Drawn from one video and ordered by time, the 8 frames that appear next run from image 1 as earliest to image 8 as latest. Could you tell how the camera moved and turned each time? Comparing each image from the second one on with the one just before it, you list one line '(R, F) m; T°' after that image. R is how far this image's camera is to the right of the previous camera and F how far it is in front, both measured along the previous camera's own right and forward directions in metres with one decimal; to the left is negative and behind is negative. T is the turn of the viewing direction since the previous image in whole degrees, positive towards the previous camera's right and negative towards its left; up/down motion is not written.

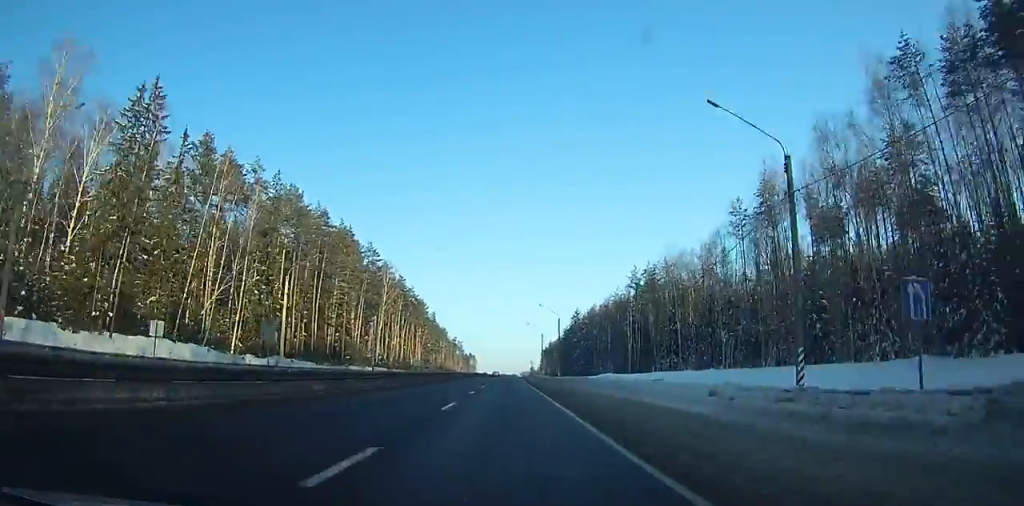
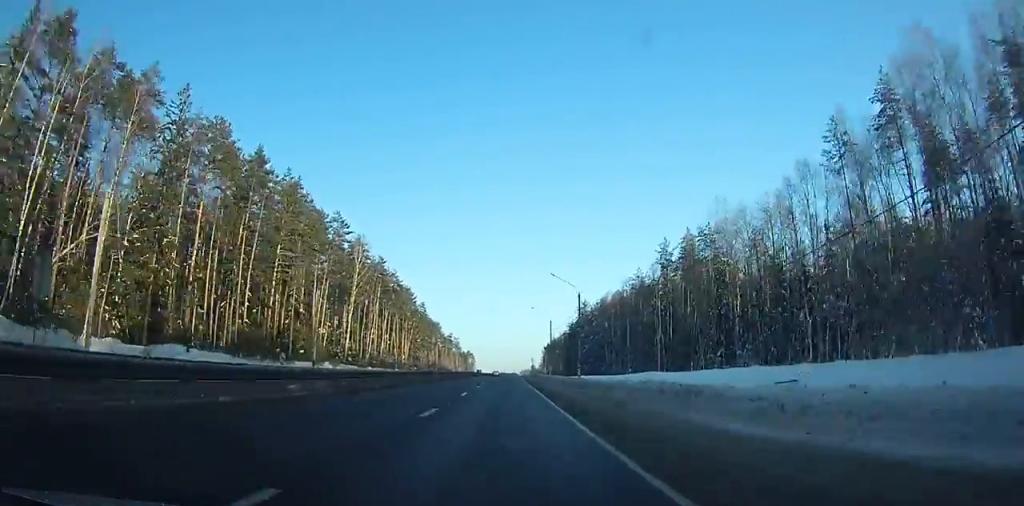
(-0.1, +27.5) m; 0°
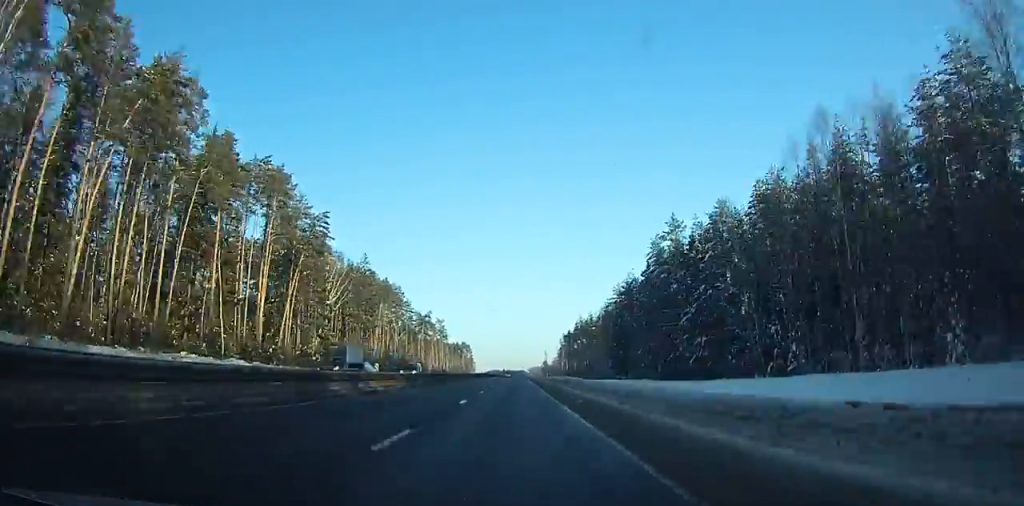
(-1.3, +115.3) m; -1°
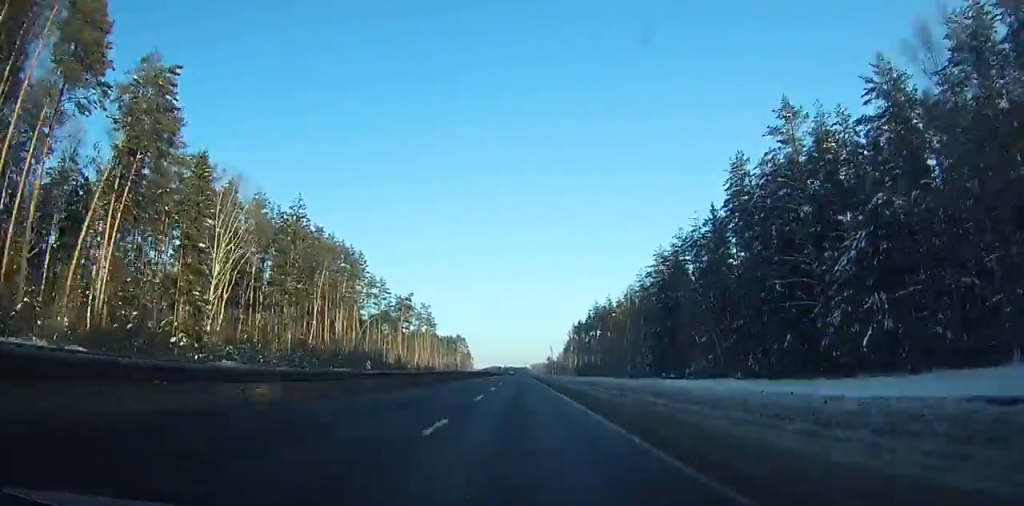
(+0.1, +46.5) m; 0°
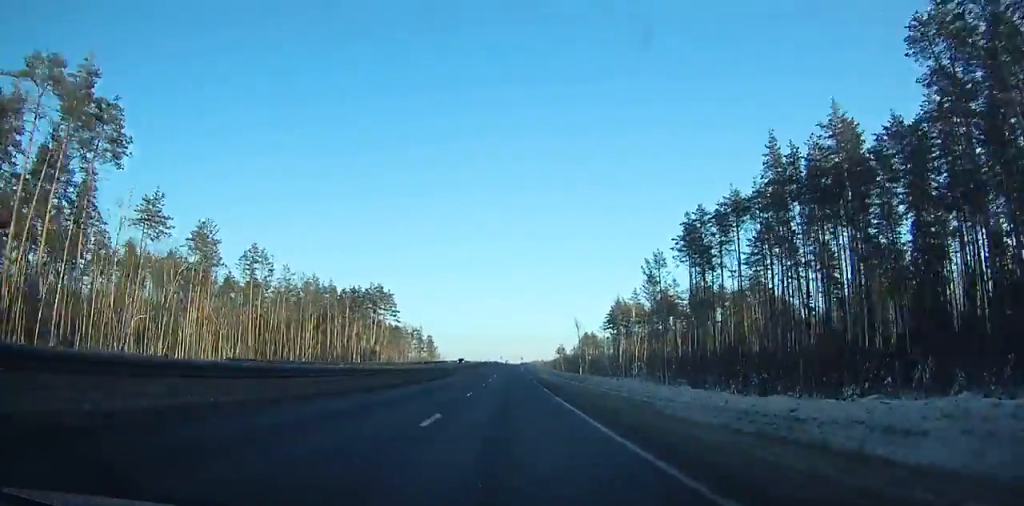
(+1.7, +192.6) m; +1°
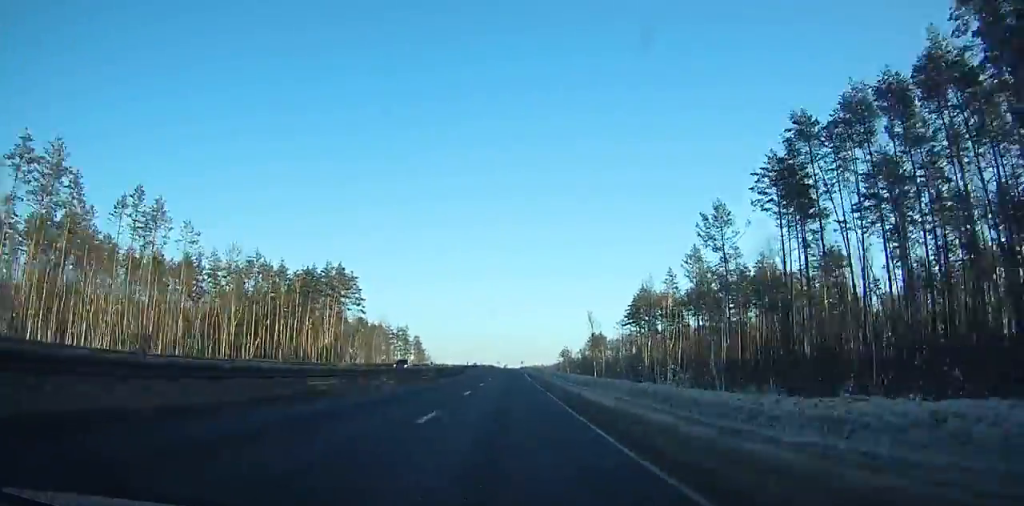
(0.0, +35.5) m; 0°
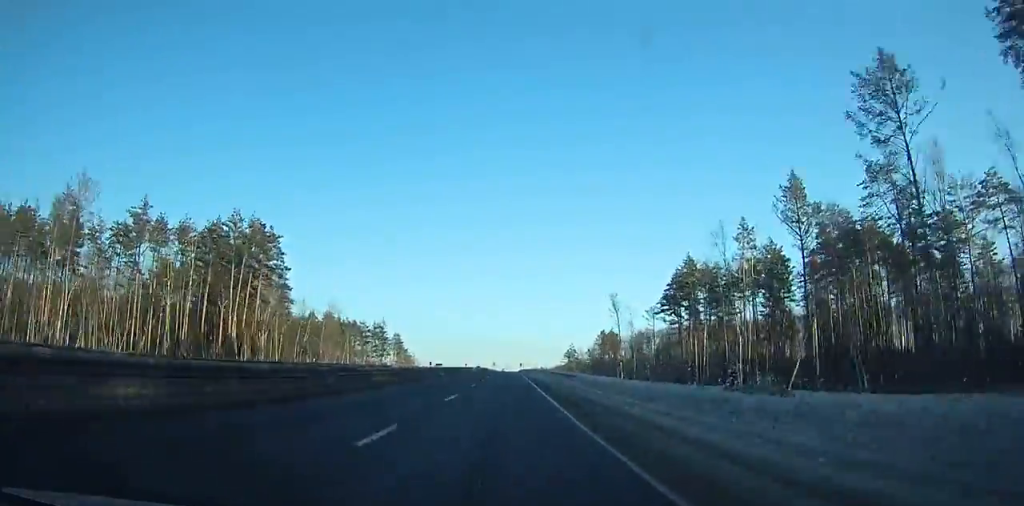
(0.0, +40.0) m; 0°
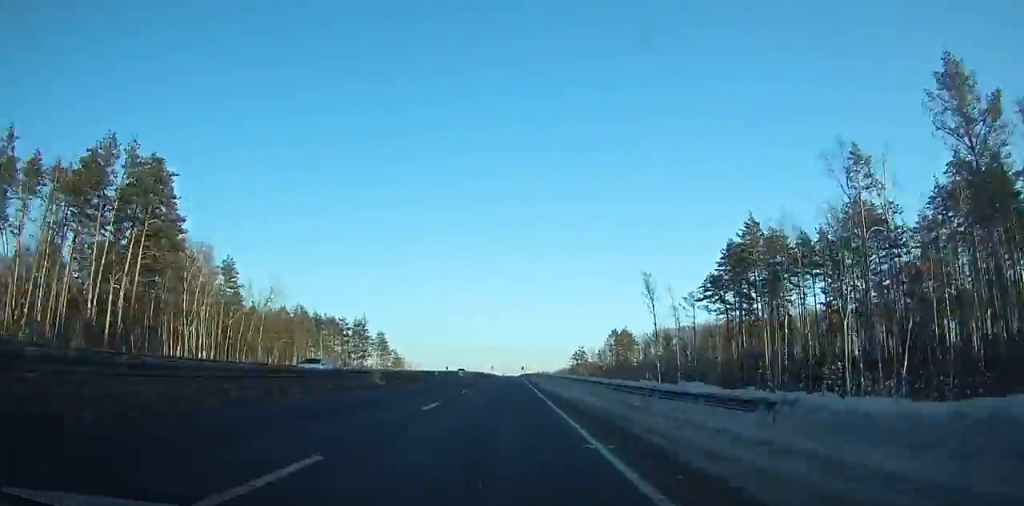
(0.0, +28.2) m; 0°
